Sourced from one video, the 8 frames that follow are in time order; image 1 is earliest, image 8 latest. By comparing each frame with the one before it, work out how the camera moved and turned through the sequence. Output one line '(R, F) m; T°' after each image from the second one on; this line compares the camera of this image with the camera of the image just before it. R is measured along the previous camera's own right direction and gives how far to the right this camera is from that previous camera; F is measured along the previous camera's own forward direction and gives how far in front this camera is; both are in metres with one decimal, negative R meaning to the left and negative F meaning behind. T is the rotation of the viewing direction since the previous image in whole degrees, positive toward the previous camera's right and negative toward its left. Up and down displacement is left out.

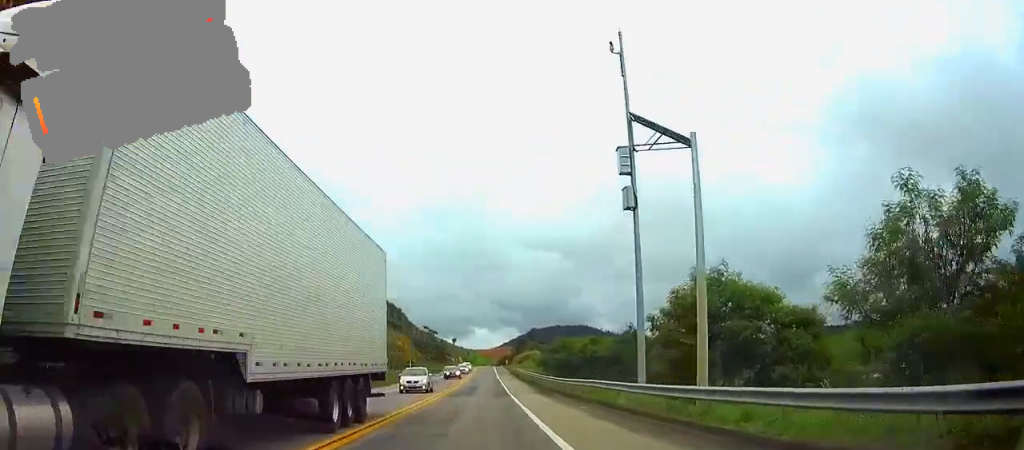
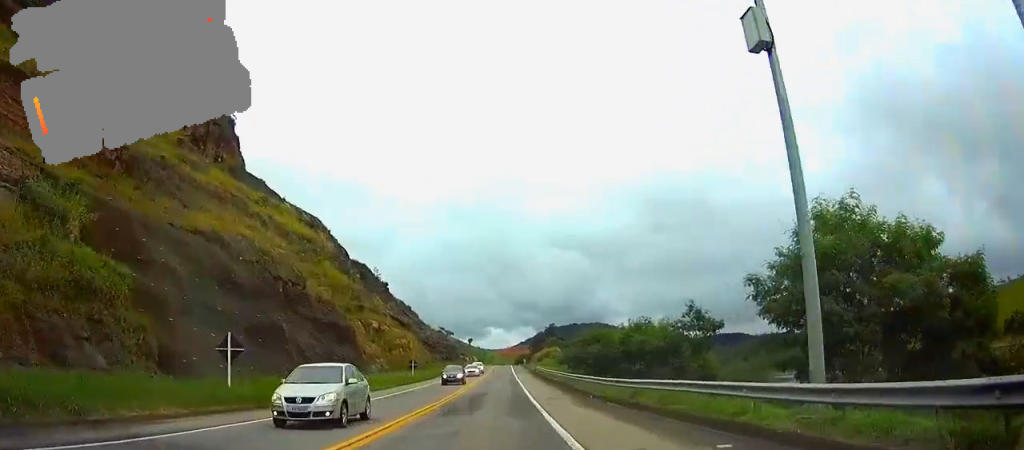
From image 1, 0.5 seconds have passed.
(0.0, +13.6) m; 0°
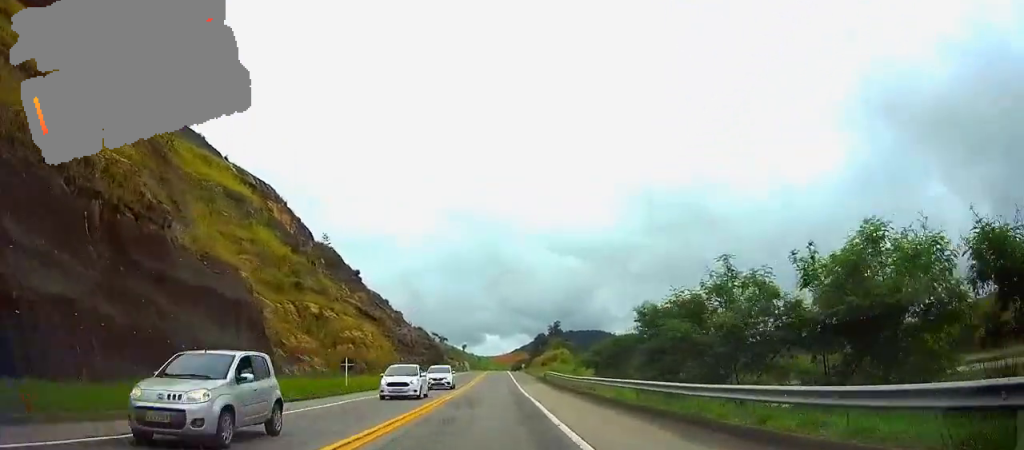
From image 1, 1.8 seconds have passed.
(0.0, +31.8) m; -1°
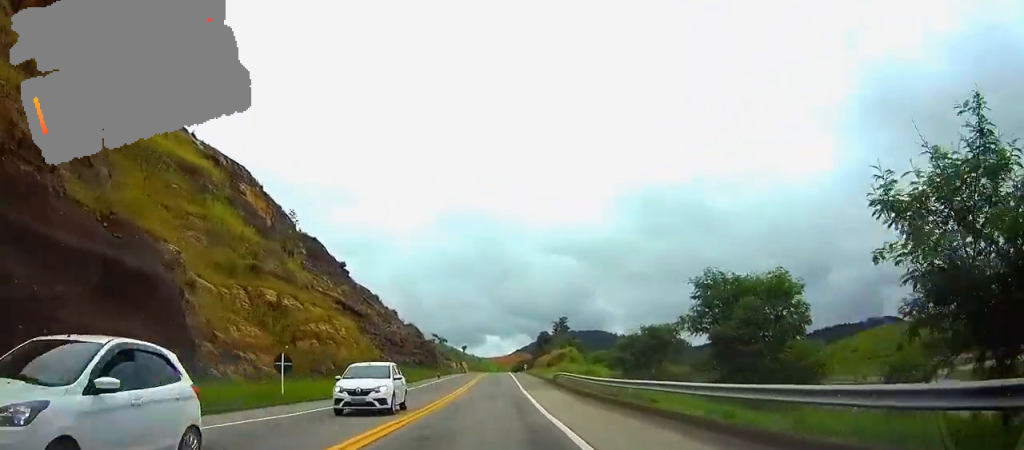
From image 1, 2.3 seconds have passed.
(-0.1, +14.0) m; -1°
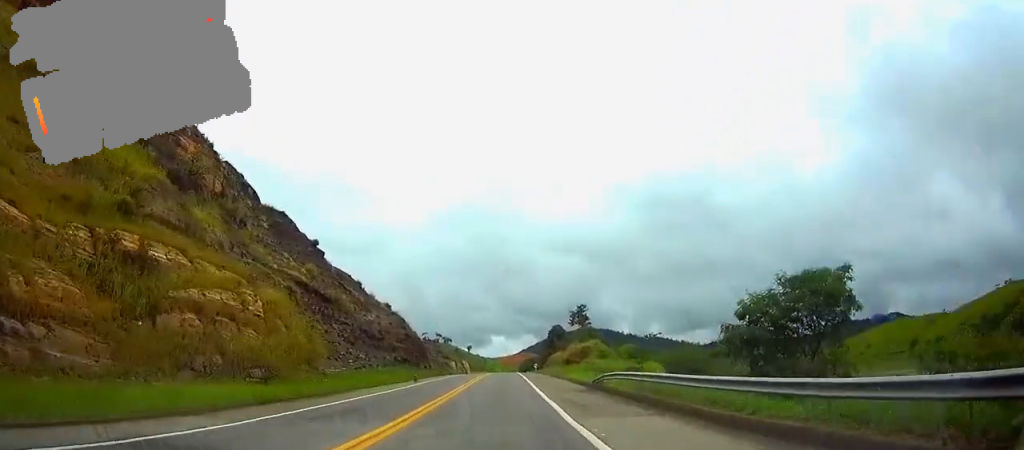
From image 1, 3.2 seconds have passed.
(-0.3, +24.7) m; -1°
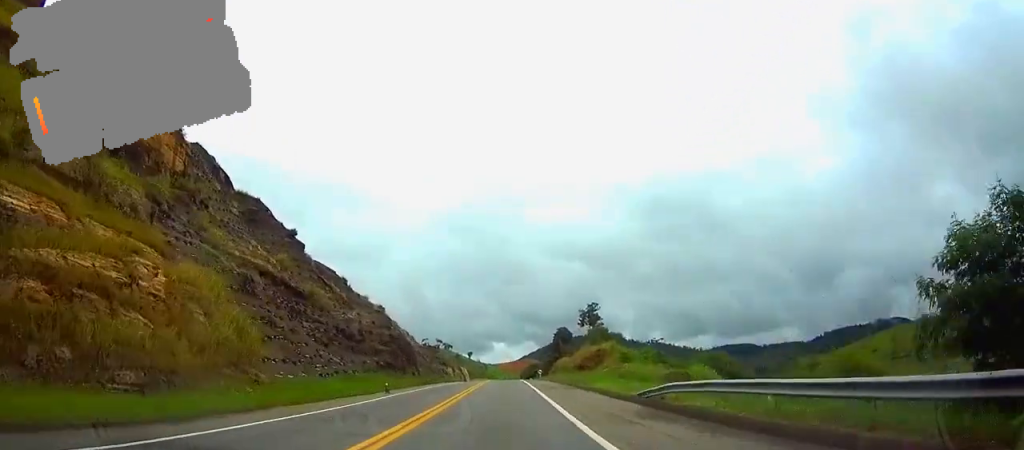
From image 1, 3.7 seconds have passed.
(-0.1, +13.4) m; 0°
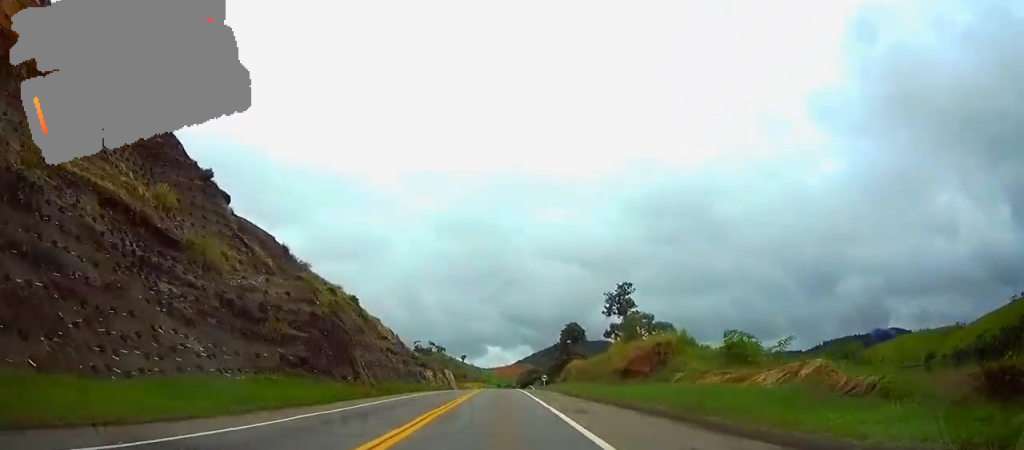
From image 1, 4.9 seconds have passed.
(+0.1, +31.5) m; 0°
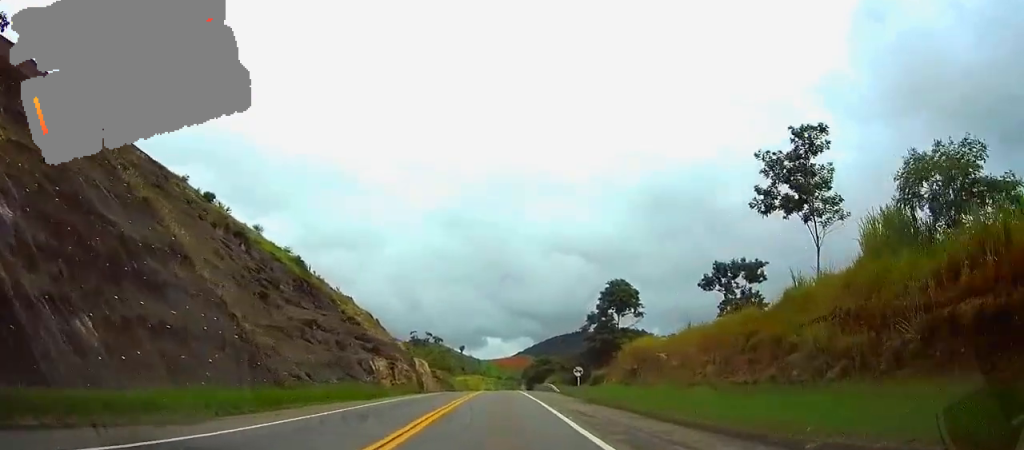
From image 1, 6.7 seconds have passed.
(+0.2, +48.1) m; 0°
